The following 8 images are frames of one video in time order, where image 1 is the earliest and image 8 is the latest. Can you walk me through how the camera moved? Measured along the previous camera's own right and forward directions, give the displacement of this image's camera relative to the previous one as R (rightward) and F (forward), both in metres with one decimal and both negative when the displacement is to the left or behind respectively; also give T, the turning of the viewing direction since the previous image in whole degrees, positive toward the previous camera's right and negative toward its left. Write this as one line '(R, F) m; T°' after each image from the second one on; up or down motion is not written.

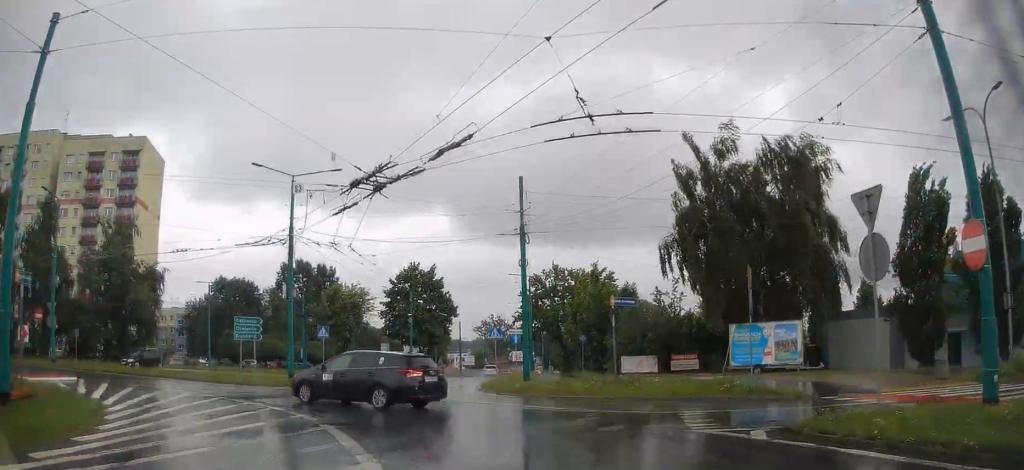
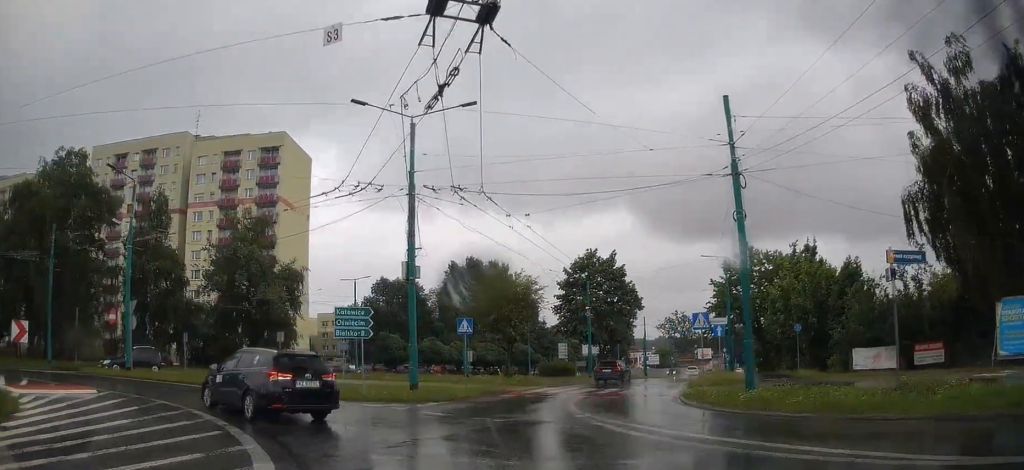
(-0.7, +9.5) m; -7°
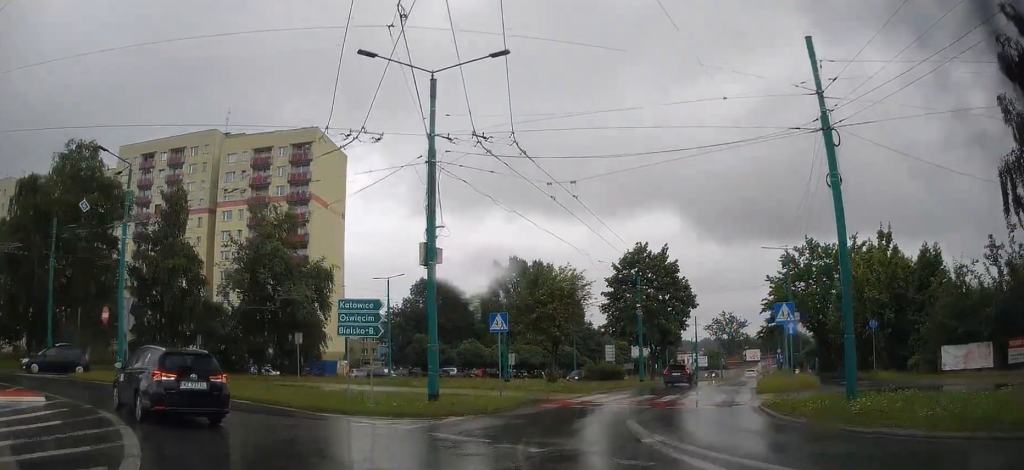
(-0.3, +4.5) m; -1°
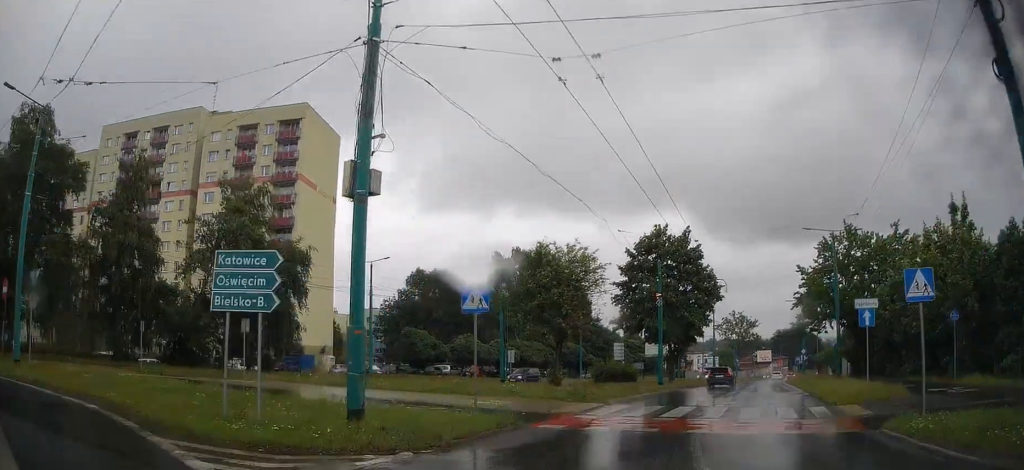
(+0.1, +7.9) m; +2°
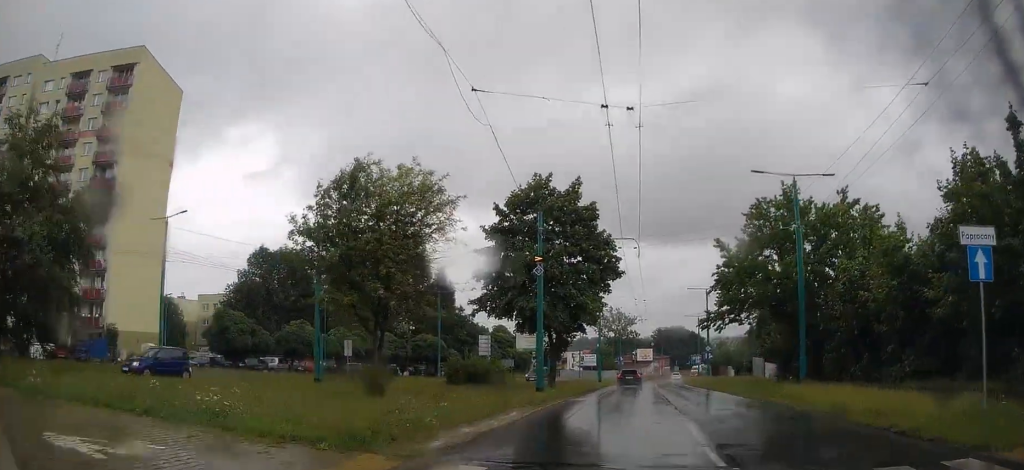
(+0.7, +13.9) m; +9°
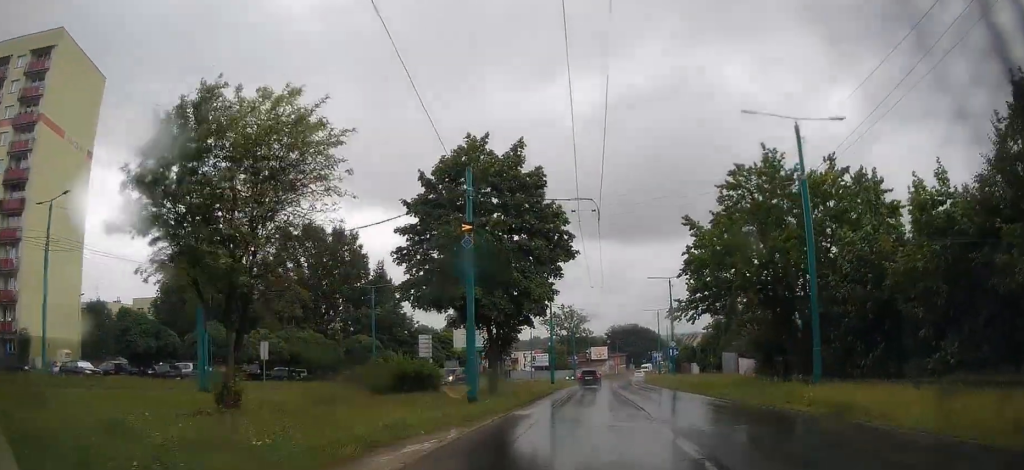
(+0.6, +7.3) m; +4°
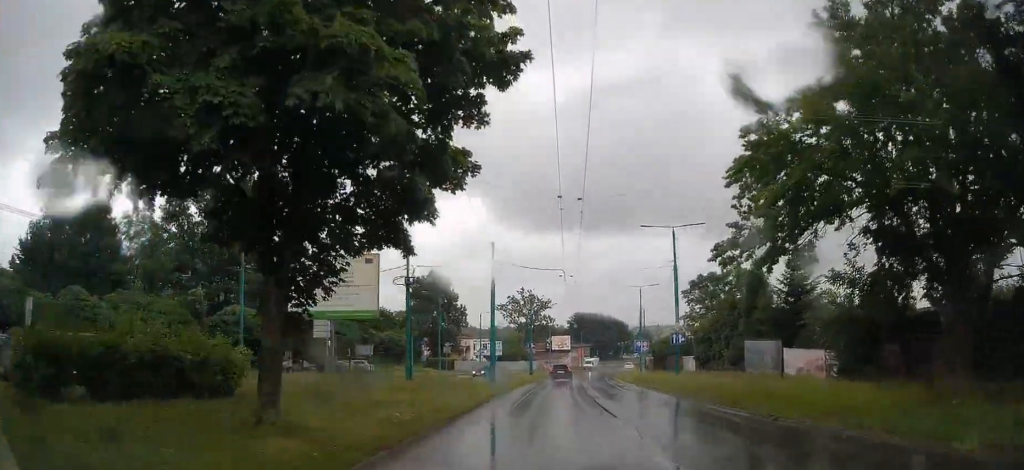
(+1.1, +20.8) m; +4°
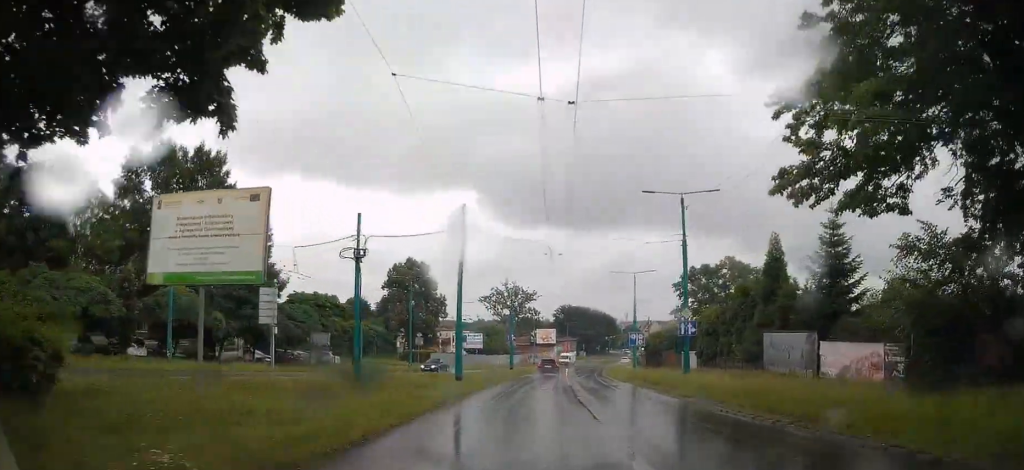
(+0.1, +7.3) m; +1°
